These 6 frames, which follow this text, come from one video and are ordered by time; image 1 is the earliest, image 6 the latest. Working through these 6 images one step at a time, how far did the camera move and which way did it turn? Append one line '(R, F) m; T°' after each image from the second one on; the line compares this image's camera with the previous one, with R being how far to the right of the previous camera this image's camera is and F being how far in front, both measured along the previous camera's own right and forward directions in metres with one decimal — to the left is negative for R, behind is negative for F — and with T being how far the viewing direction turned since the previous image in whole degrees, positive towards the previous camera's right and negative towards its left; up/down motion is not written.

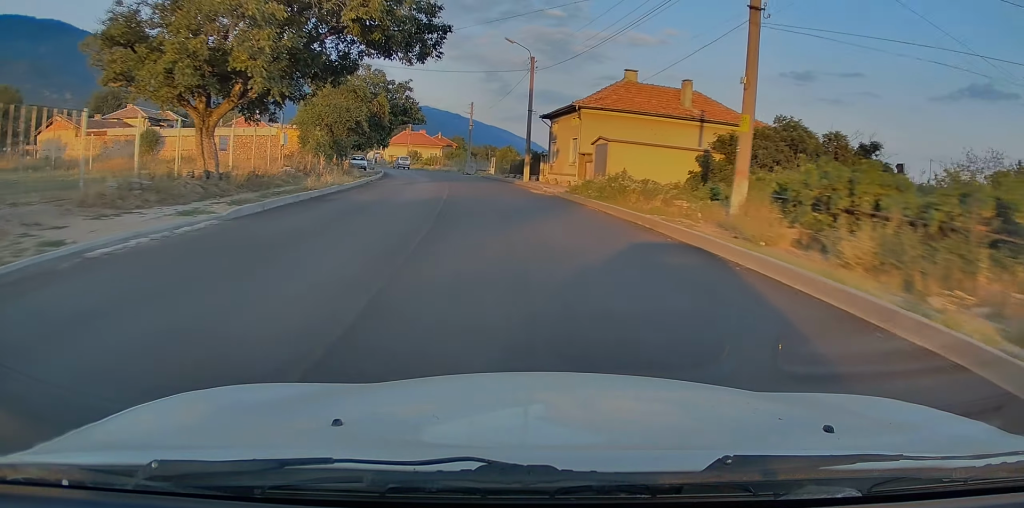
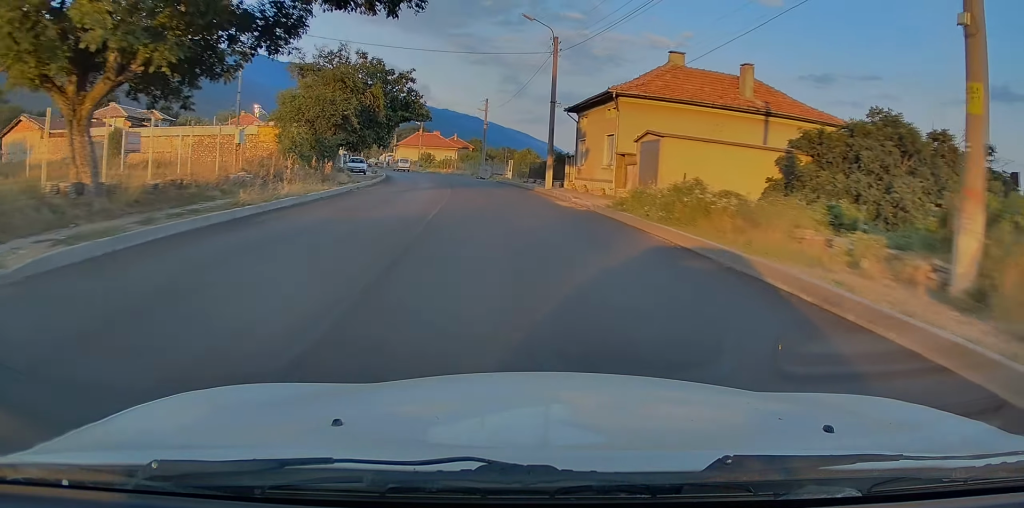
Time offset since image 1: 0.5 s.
(-0.1, +7.2) m; -2°
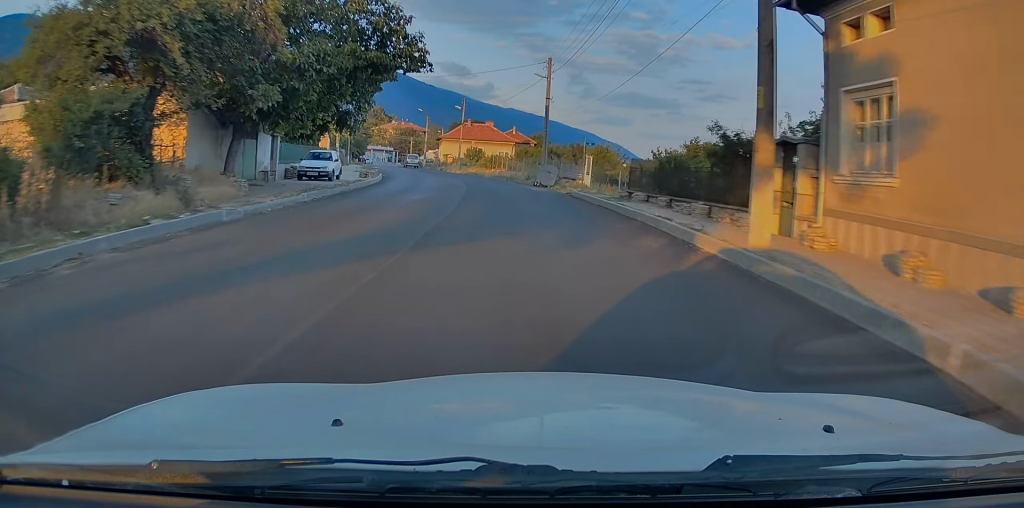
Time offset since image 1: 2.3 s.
(-1.4, +23.7) m; -6°
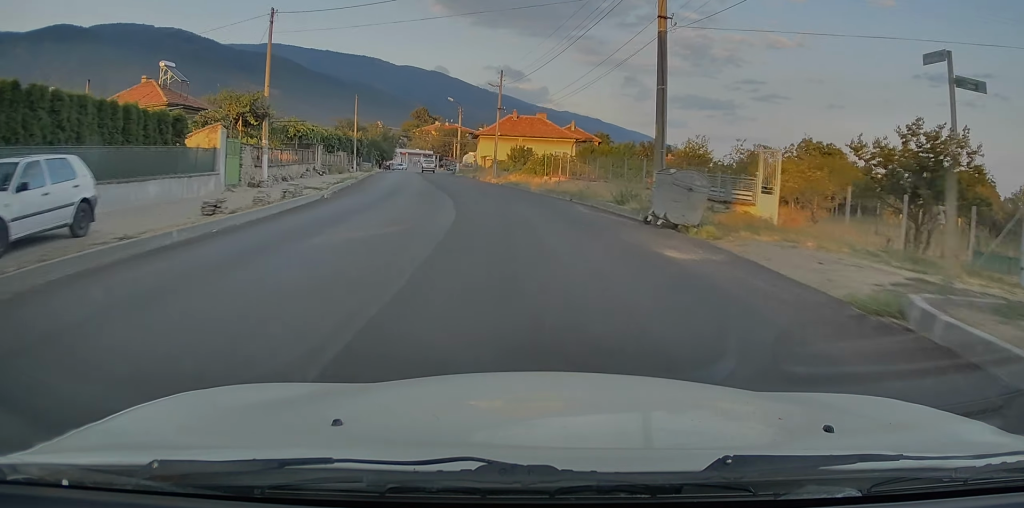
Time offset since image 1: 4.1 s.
(-0.8, +23.0) m; -5°
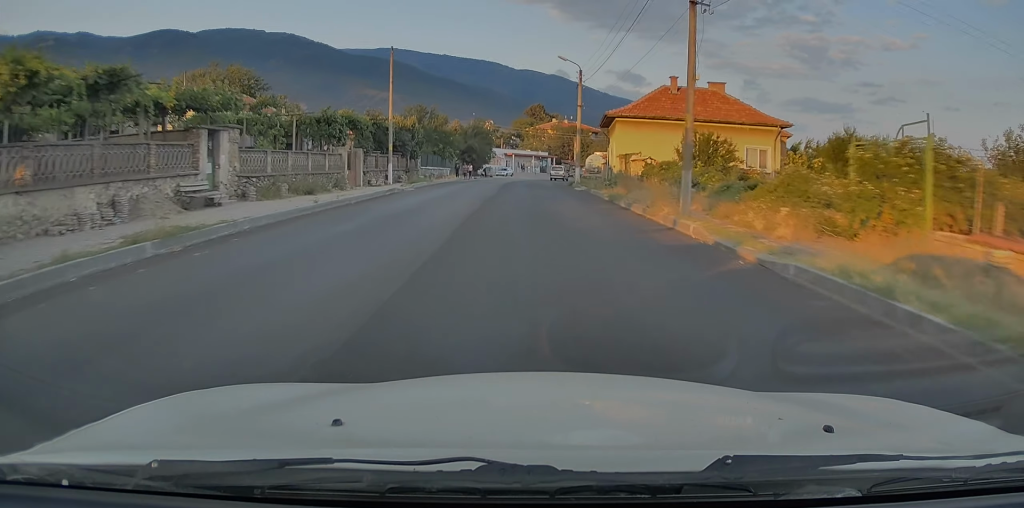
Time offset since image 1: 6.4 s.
(-3.0, +31.1) m; -11°
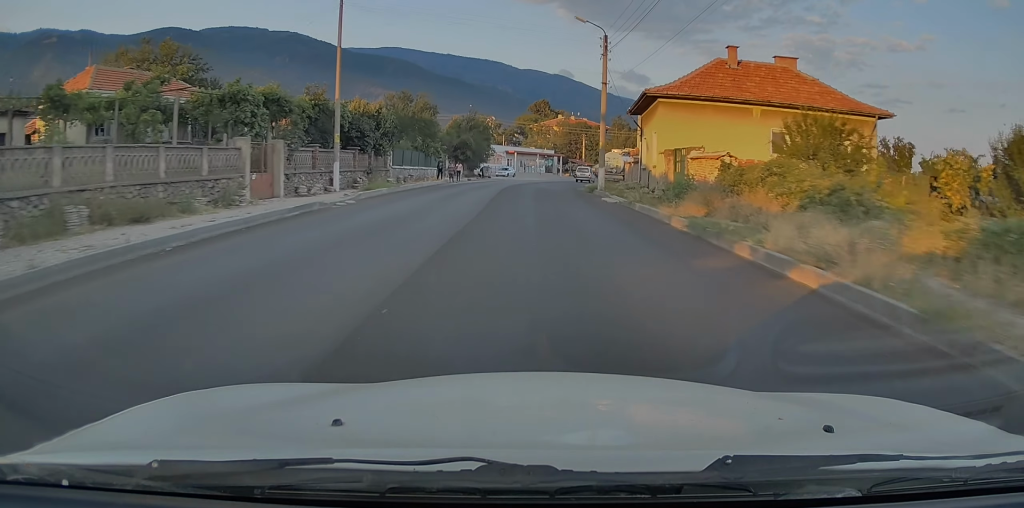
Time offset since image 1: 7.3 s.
(-0.5, +12.0) m; -2°
